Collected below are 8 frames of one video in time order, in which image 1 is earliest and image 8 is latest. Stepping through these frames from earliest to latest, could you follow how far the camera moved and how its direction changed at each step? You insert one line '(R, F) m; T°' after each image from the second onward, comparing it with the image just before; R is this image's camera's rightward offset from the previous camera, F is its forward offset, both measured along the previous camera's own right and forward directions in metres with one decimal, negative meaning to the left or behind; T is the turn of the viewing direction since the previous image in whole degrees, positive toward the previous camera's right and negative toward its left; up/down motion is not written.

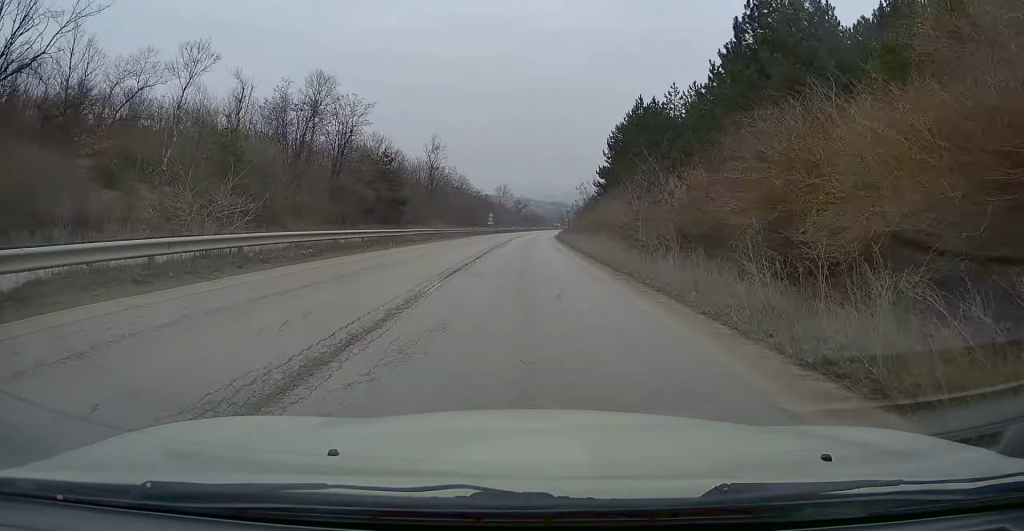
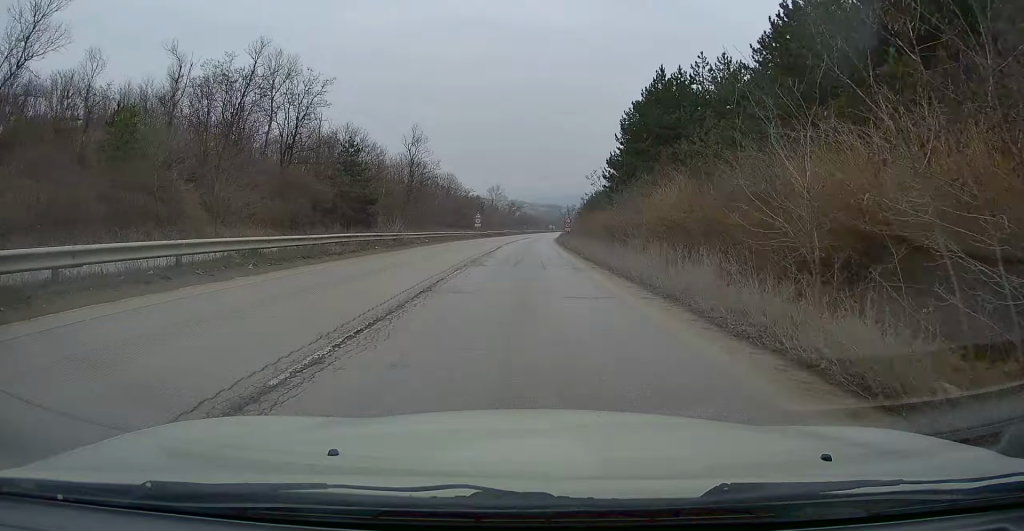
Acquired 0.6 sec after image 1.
(+0.1, +13.9) m; +1°
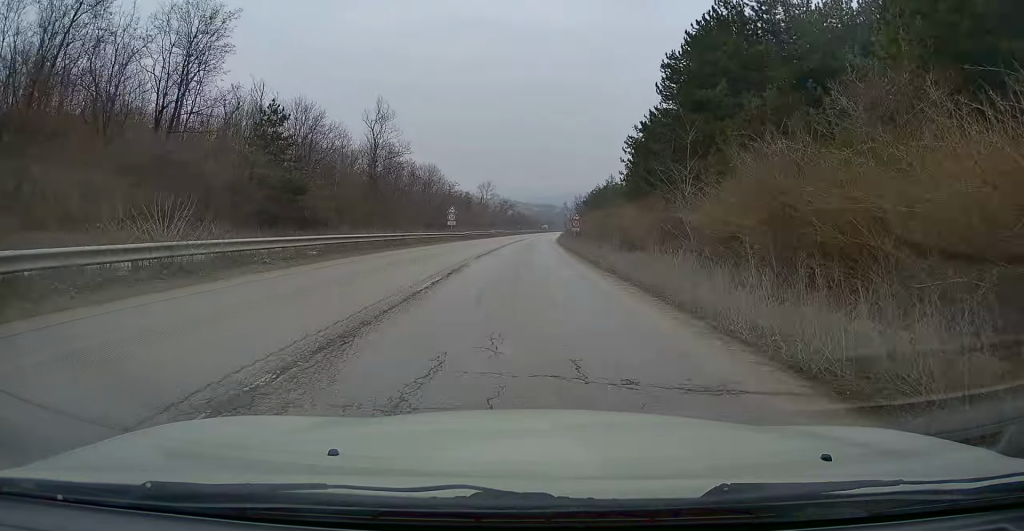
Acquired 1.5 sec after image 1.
(+0.4, +20.2) m; +1°
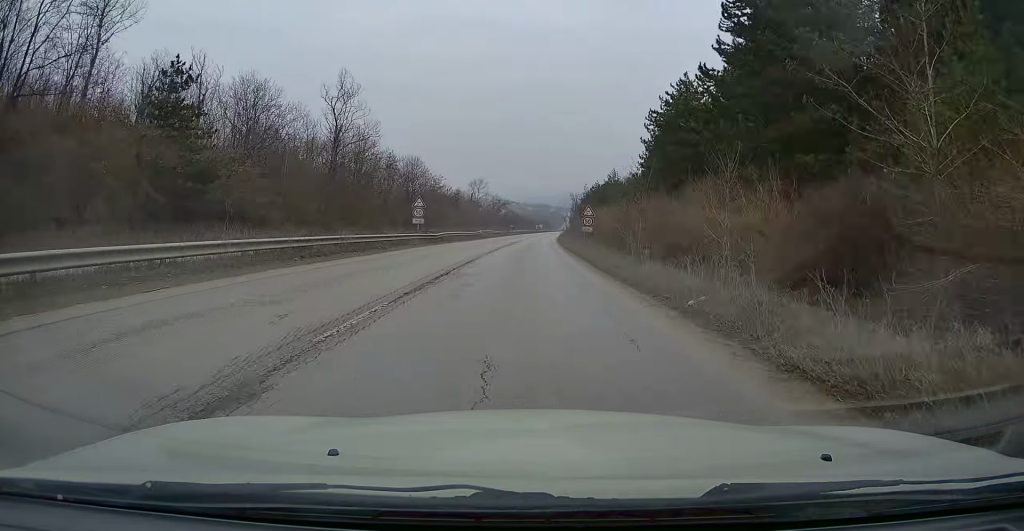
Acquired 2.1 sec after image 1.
(+0.1, +14.0) m; 0°
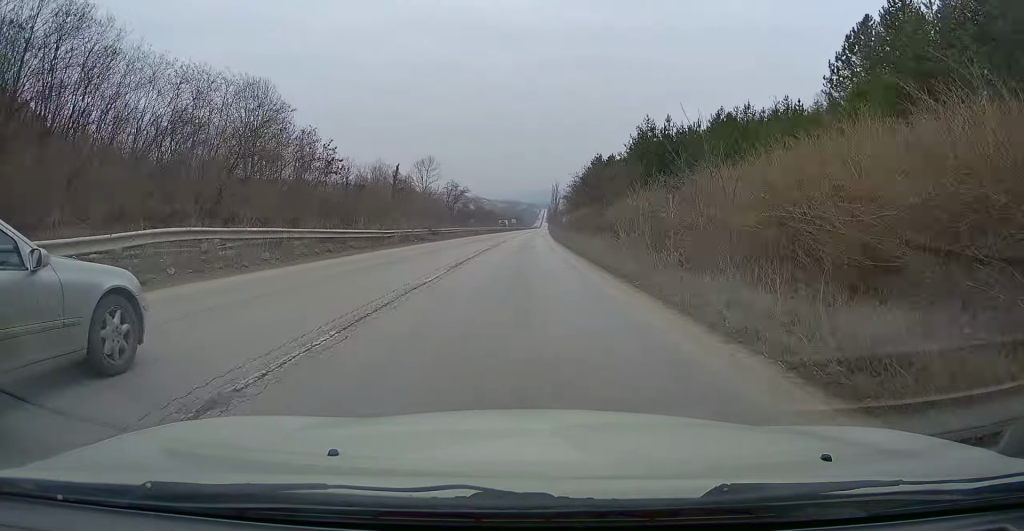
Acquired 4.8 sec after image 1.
(+0.1, +65.0) m; +1°
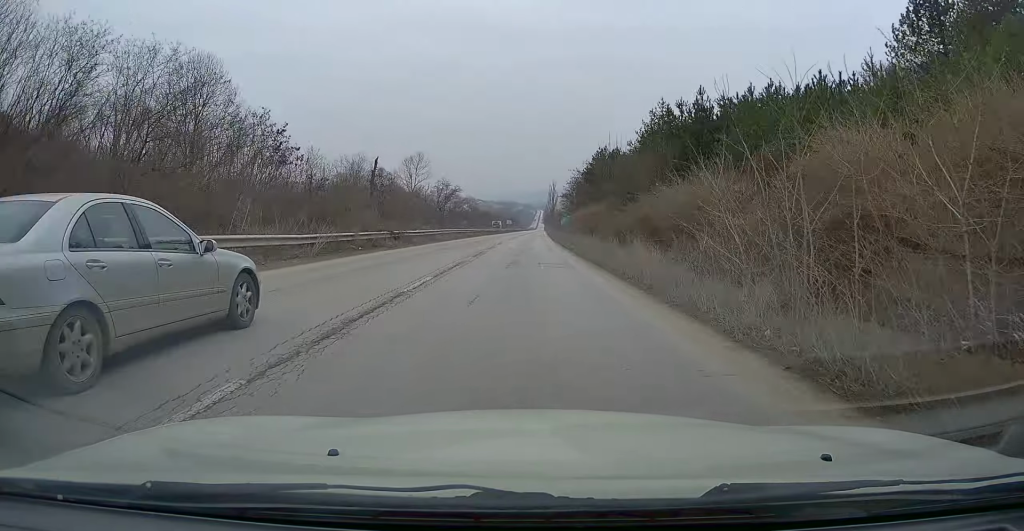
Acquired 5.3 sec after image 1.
(+0.2, +11.0) m; +1°
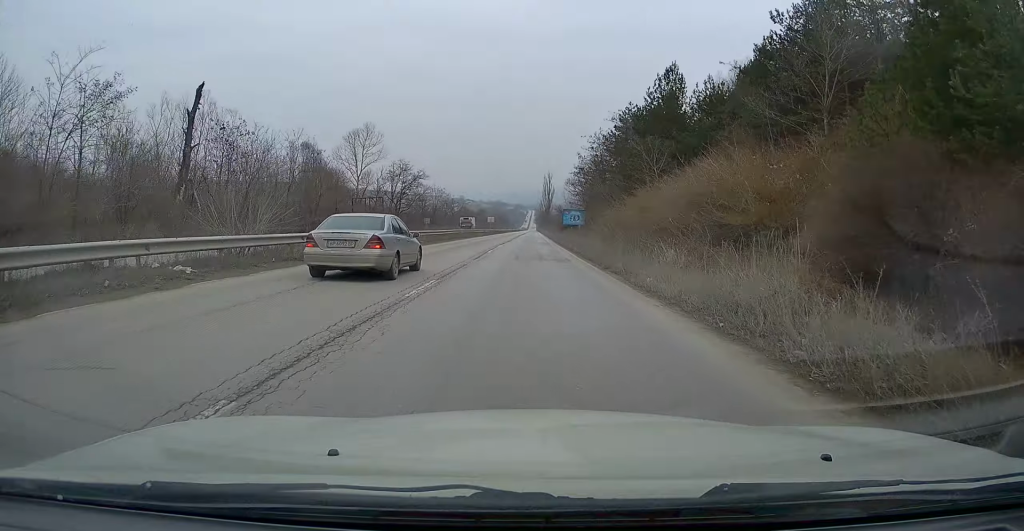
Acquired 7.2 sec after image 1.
(+0.4, +45.1) m; 0°
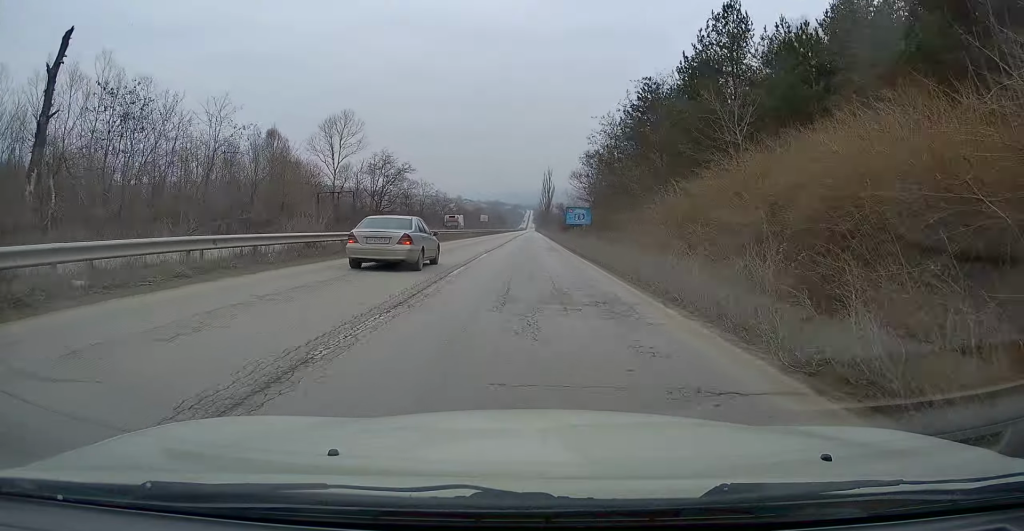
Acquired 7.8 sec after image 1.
(0.0, +13.5) m; 0°
